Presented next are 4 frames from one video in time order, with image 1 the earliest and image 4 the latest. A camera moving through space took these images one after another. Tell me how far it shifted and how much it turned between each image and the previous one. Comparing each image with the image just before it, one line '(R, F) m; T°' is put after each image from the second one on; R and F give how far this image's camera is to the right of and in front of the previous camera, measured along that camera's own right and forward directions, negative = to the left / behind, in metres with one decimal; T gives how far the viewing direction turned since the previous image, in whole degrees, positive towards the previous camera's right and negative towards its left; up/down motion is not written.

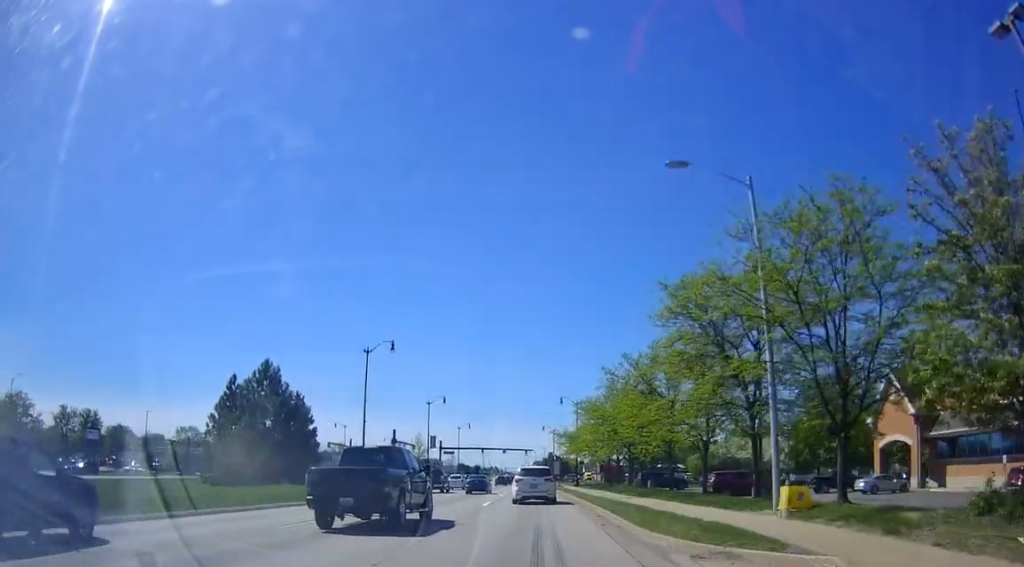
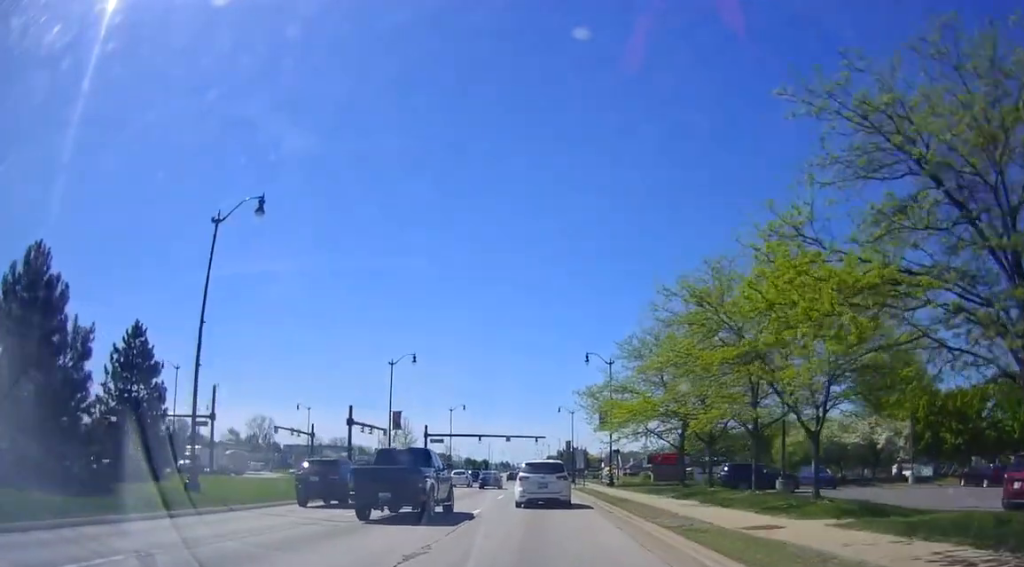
(-0.8, +26.4) m; -2°
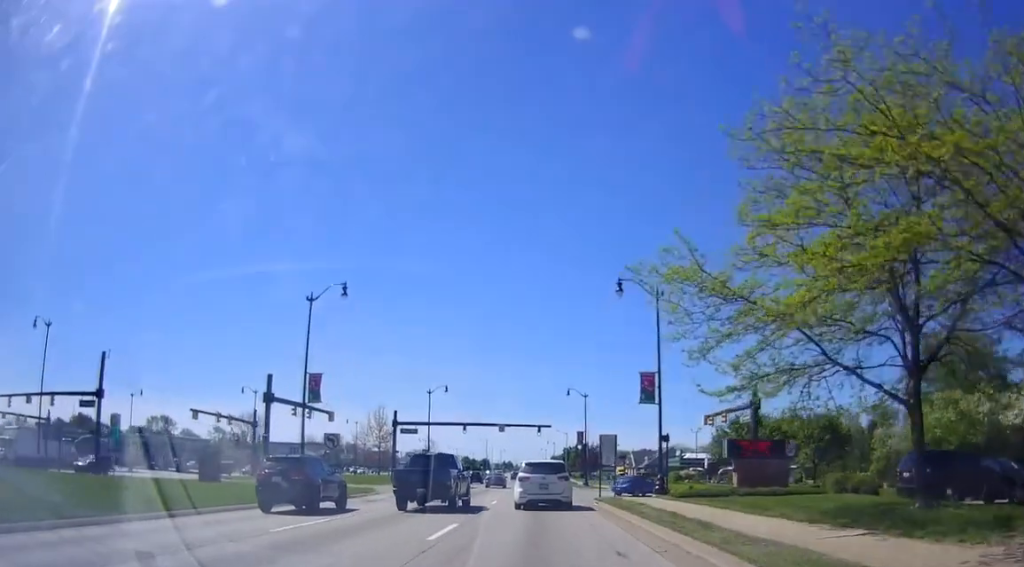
(-0.6, +21.7) m; -1°
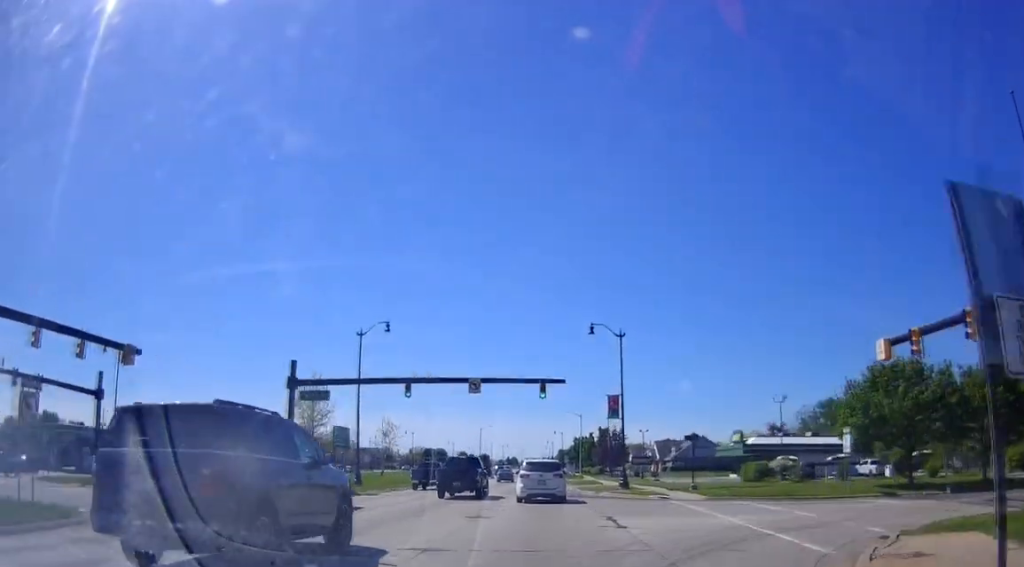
(+0.9, +31.6) m; +1°
